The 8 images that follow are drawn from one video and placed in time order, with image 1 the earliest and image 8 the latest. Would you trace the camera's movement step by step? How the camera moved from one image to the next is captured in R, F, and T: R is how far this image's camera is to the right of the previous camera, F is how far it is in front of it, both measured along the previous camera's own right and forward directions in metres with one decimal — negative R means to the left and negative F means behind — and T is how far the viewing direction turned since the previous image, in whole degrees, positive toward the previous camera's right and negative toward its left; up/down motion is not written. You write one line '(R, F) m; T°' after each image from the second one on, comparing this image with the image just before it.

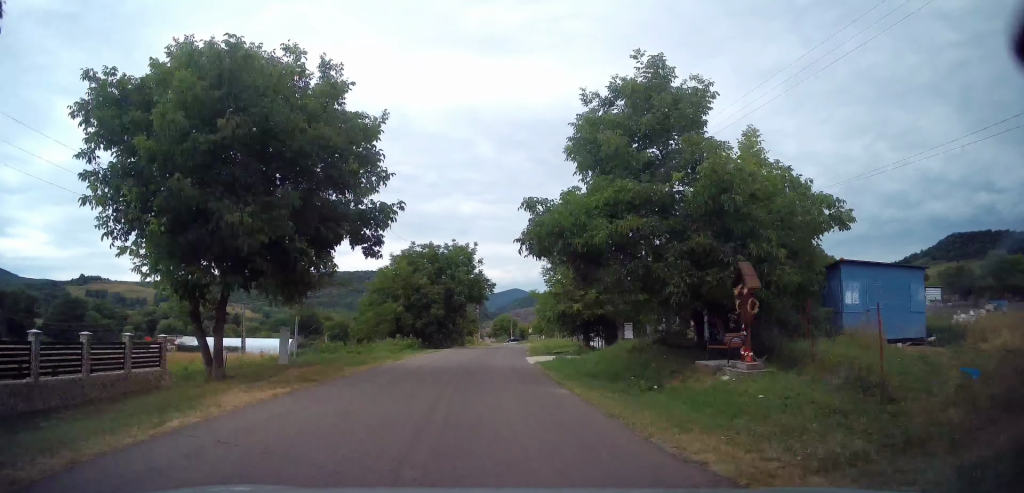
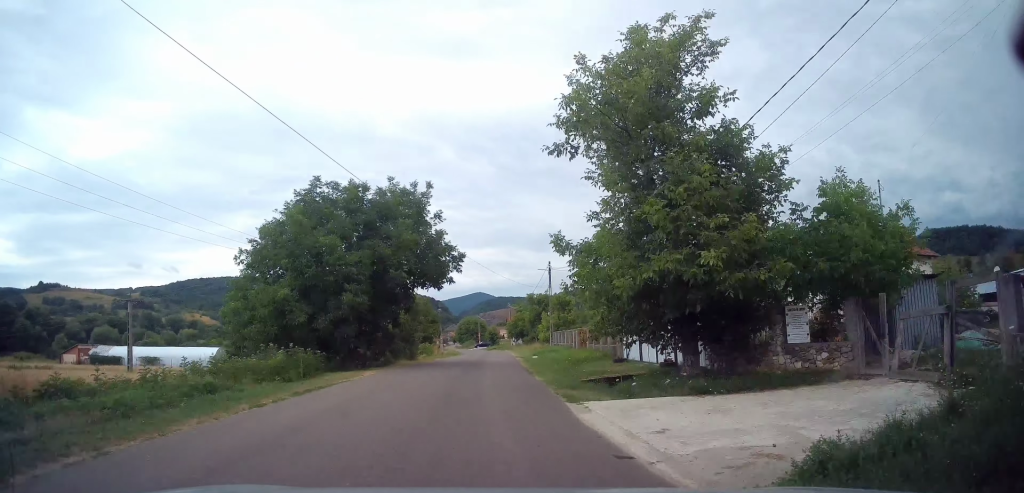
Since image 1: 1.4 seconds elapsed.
(+0.6, +16.1) m; +4°
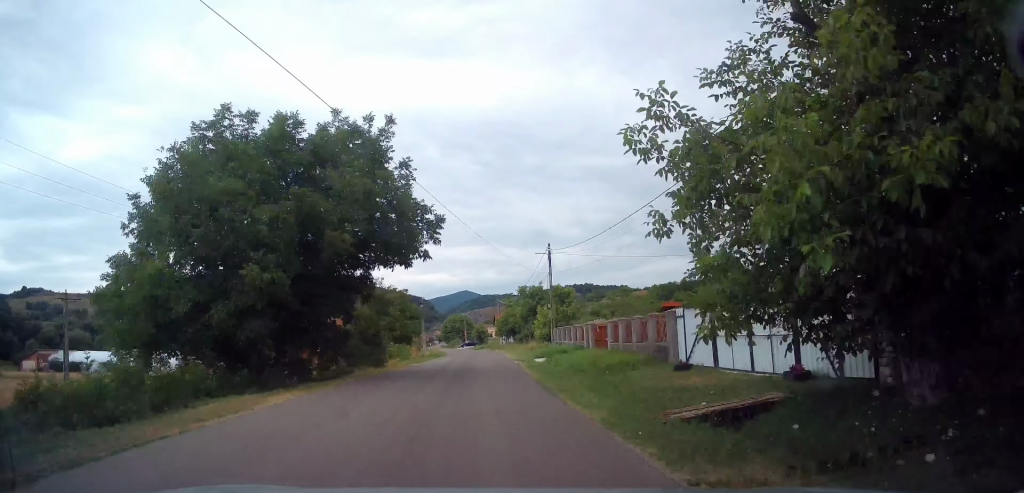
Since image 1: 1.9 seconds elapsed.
(-0.1, +7.7) m; +3°
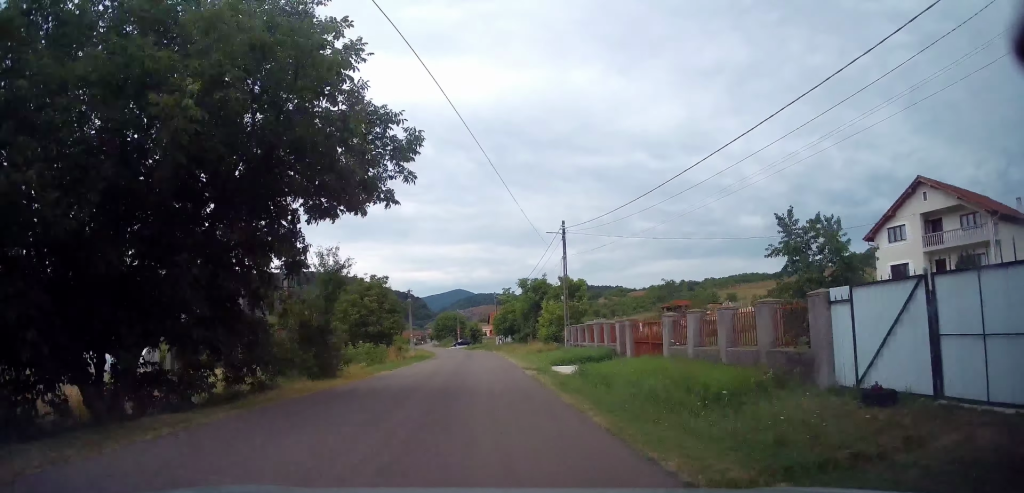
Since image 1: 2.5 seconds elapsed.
(+0.5, +9.1) m; +2°
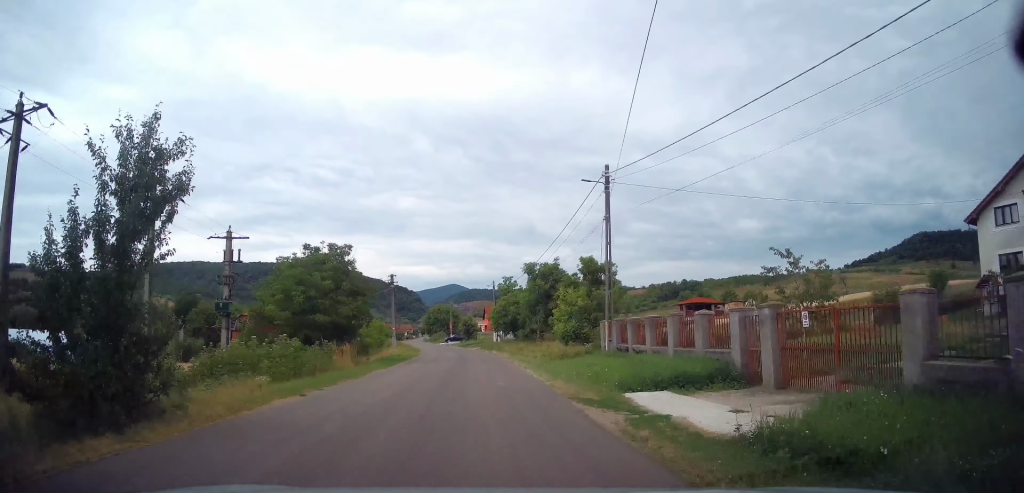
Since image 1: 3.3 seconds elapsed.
(+0.4, +13.0) m; 0°
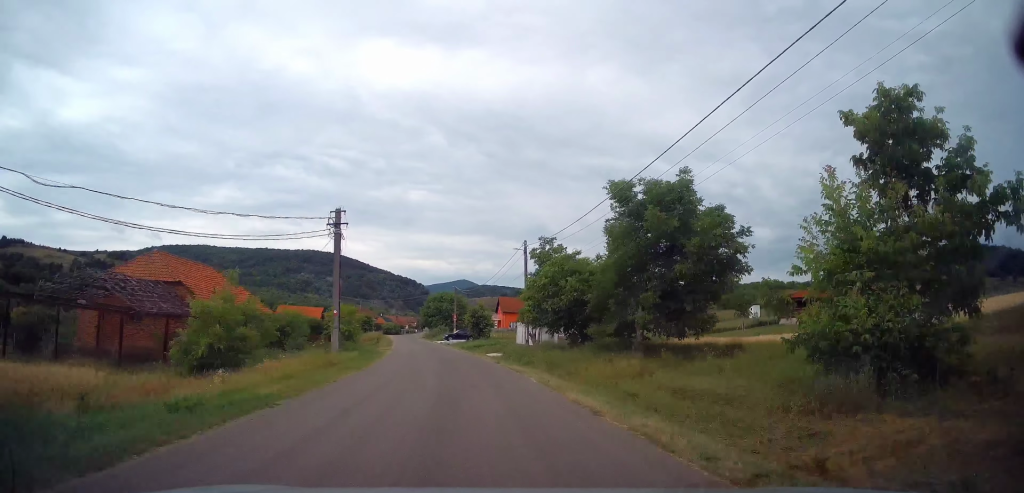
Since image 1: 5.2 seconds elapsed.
(-2.6, +34.4) m; -7°
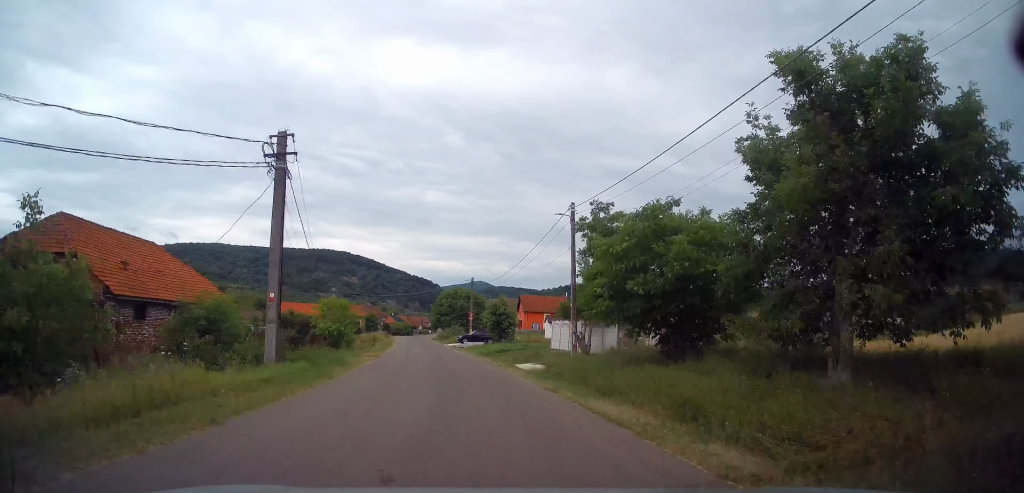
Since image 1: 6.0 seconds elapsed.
(+0.4, +14.0) m; 0°
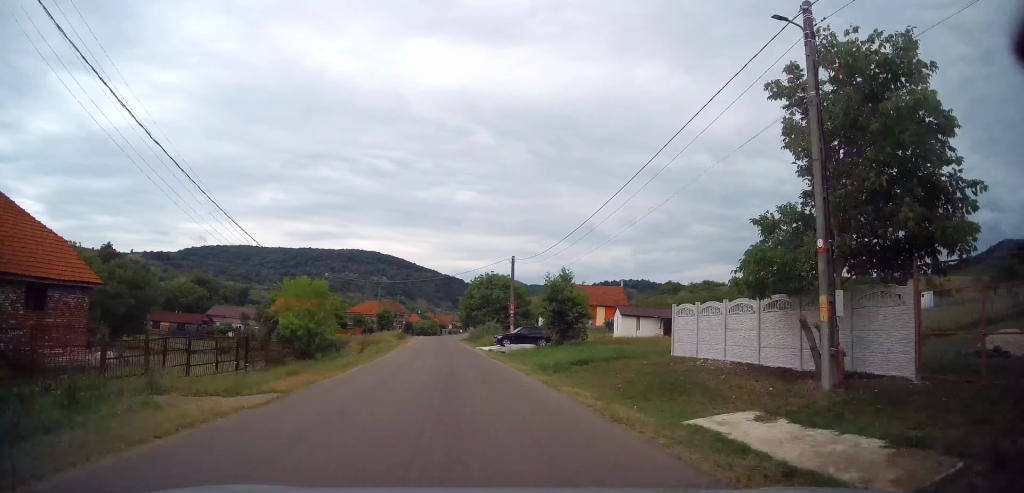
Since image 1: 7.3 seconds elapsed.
(-0.6, +19.8) m; -2°
